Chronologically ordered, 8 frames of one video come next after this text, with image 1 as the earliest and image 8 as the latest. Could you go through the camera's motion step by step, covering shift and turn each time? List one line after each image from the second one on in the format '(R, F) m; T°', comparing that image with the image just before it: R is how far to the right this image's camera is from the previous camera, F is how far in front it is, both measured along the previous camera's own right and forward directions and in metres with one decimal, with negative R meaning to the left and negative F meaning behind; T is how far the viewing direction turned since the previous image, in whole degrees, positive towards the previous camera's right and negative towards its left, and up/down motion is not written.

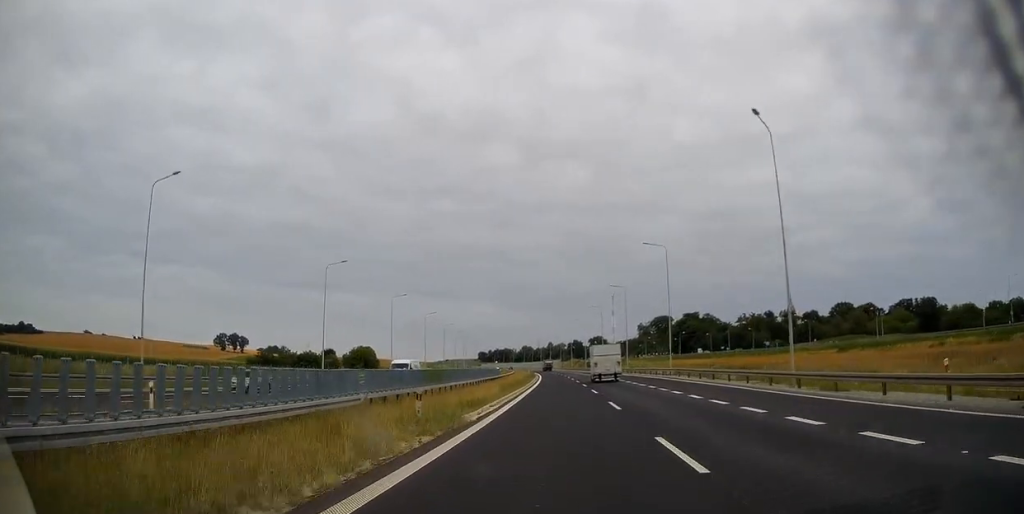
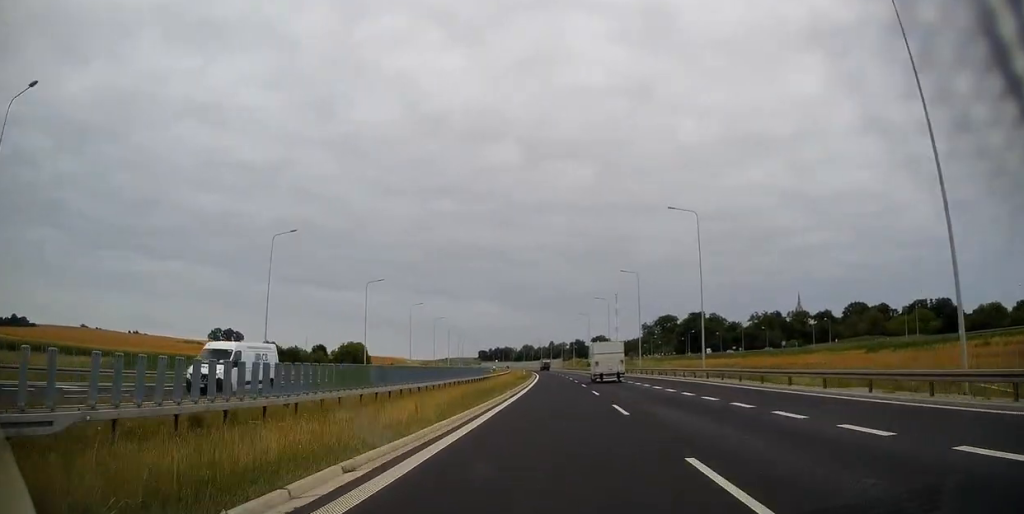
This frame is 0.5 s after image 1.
(0.0, +15.1) m; 0°
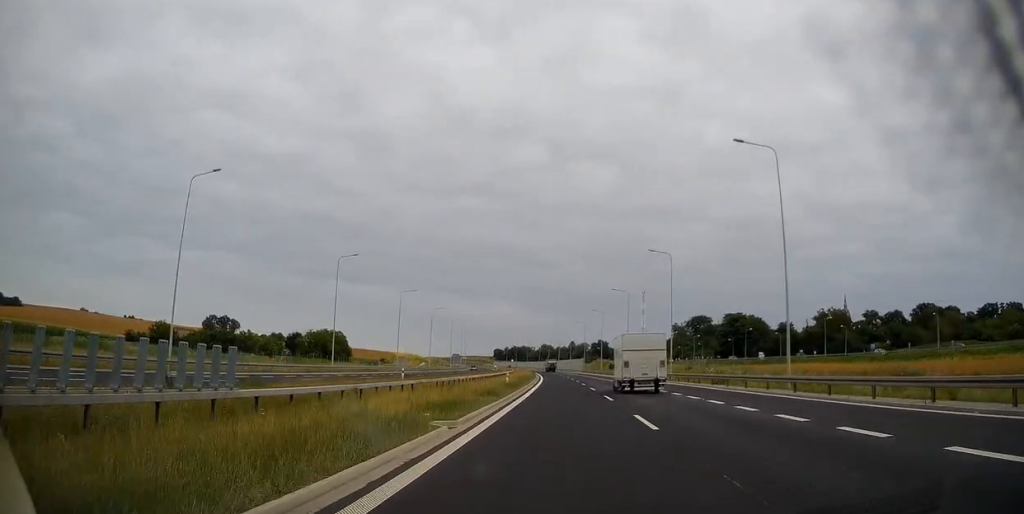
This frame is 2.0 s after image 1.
(-0.5, +51.1) m; -1°
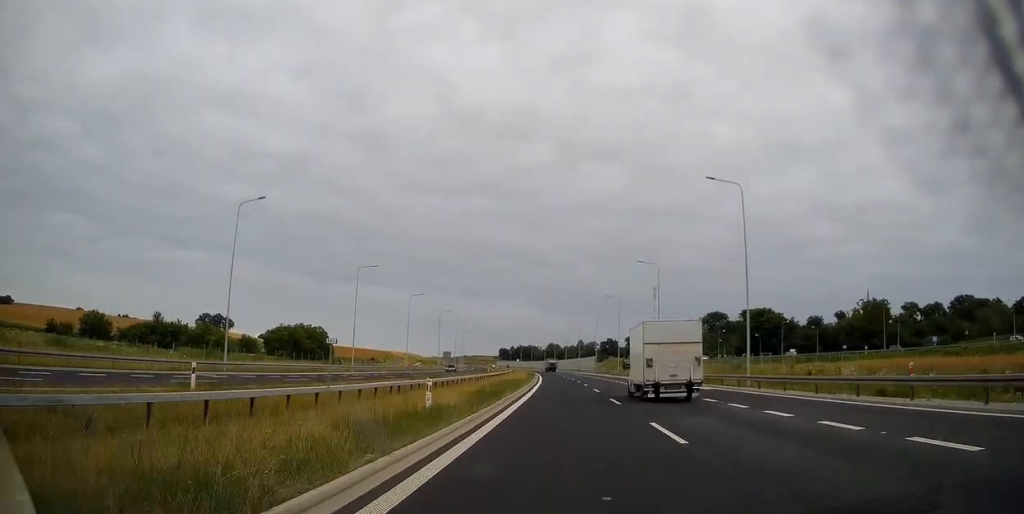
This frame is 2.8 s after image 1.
(-0.2, +26.4) m; -1°
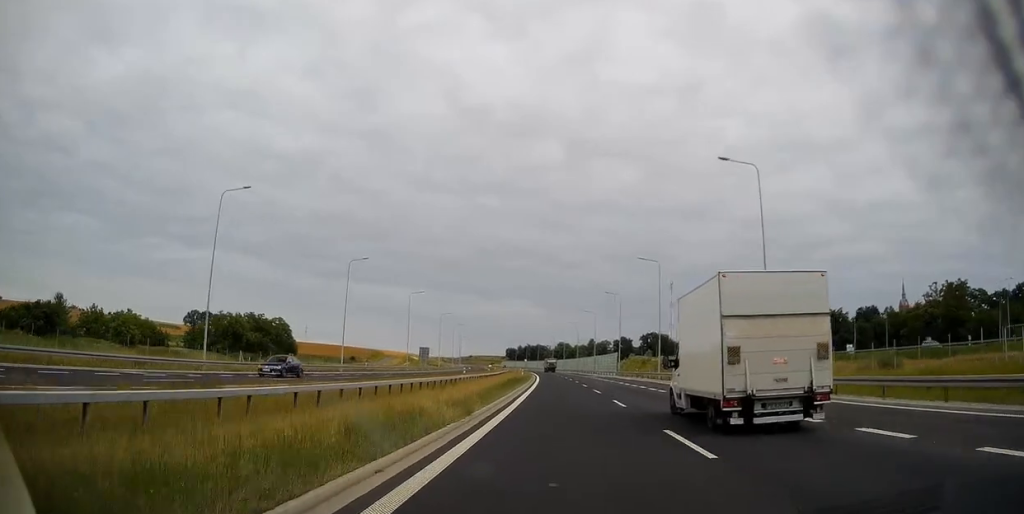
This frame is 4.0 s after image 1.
(-0.4, +37.8) m; -1°
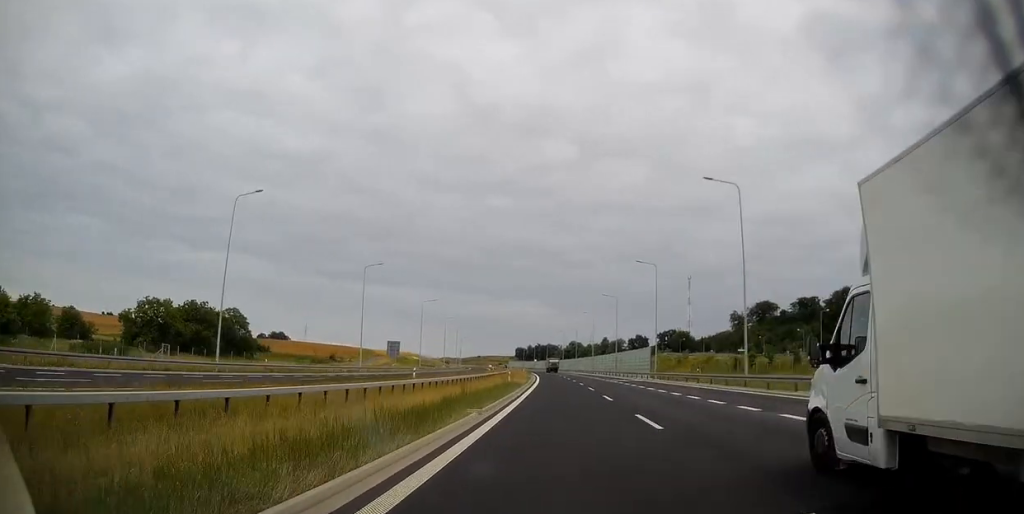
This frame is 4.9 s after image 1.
(-0.2, +31.4) m; -1°
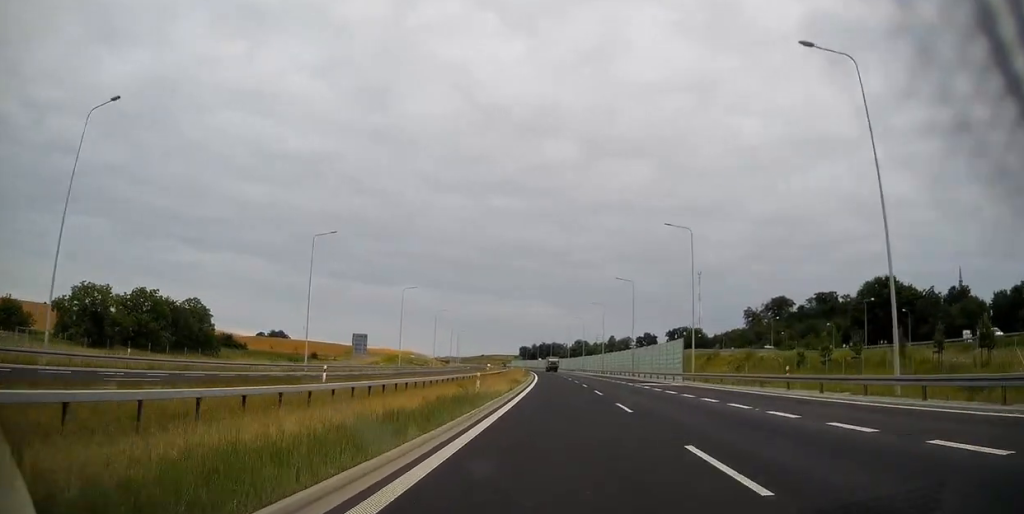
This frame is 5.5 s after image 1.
(0.0, +19.1) m; -1°
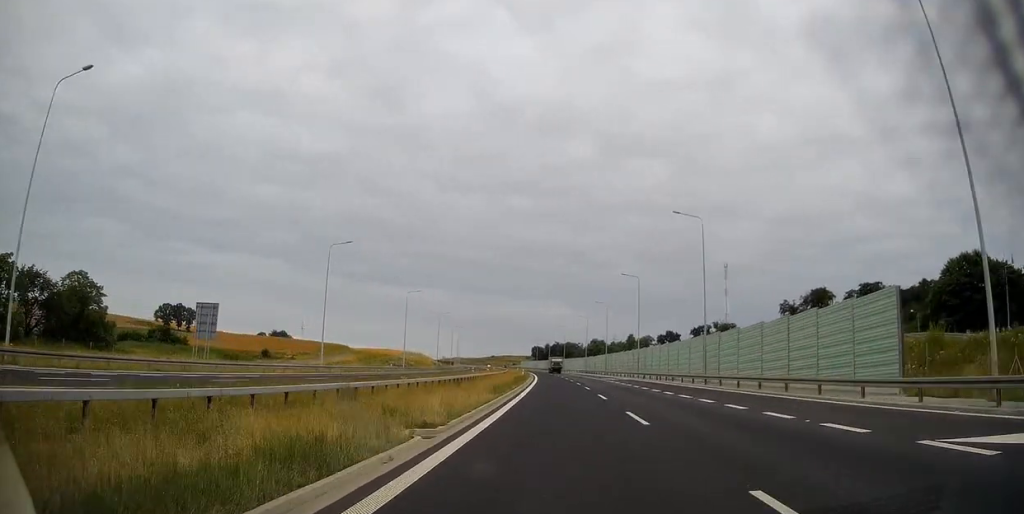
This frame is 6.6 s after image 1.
(-0.4, +39.6) m; -1°
